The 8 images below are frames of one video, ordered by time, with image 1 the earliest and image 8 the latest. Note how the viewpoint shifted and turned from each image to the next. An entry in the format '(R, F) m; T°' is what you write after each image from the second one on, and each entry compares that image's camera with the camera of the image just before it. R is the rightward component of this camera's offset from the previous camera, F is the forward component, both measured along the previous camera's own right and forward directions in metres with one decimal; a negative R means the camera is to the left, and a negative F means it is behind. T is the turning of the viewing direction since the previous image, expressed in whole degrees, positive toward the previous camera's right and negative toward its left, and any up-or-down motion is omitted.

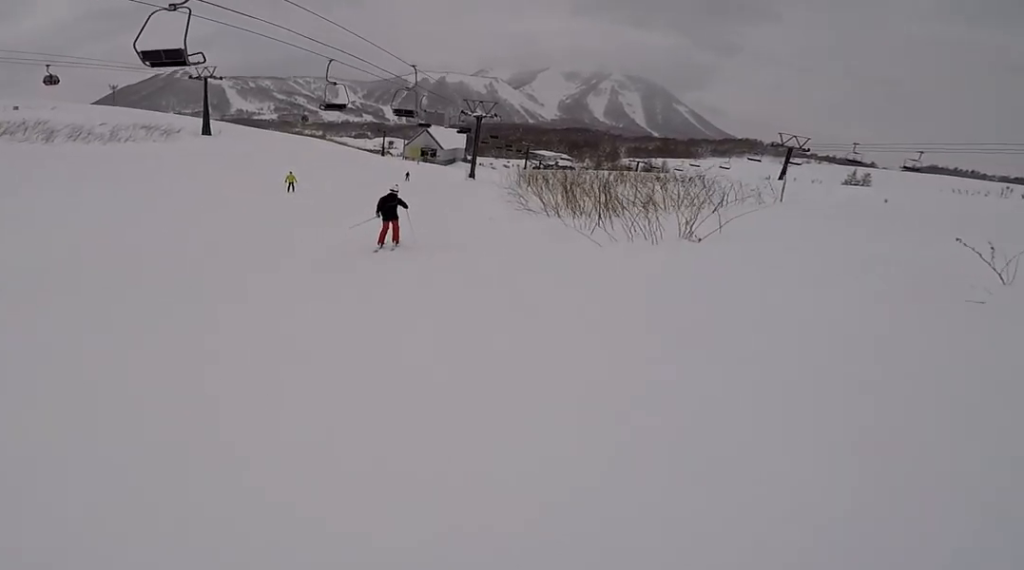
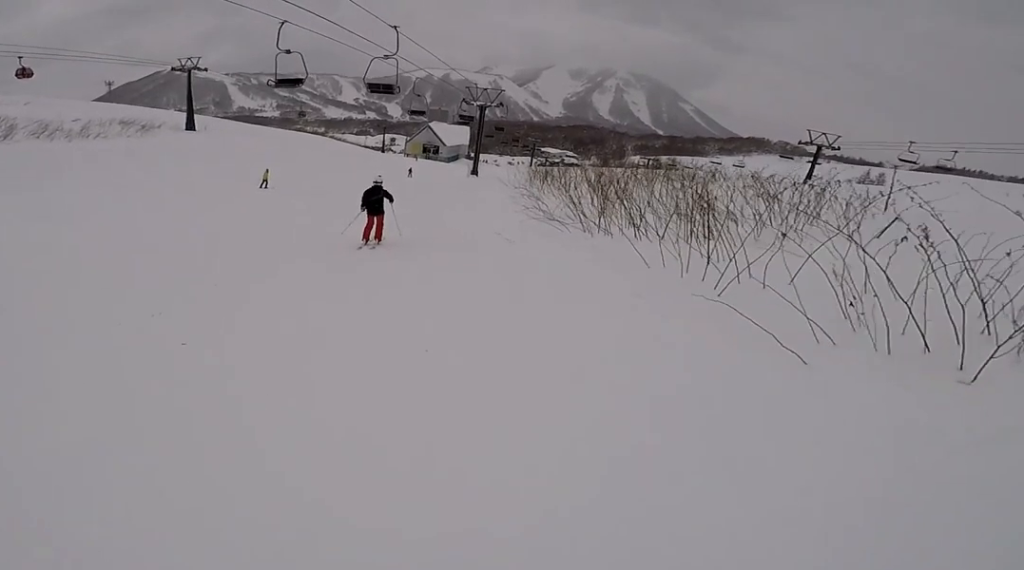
(+0.2, +6.0) m; -1°
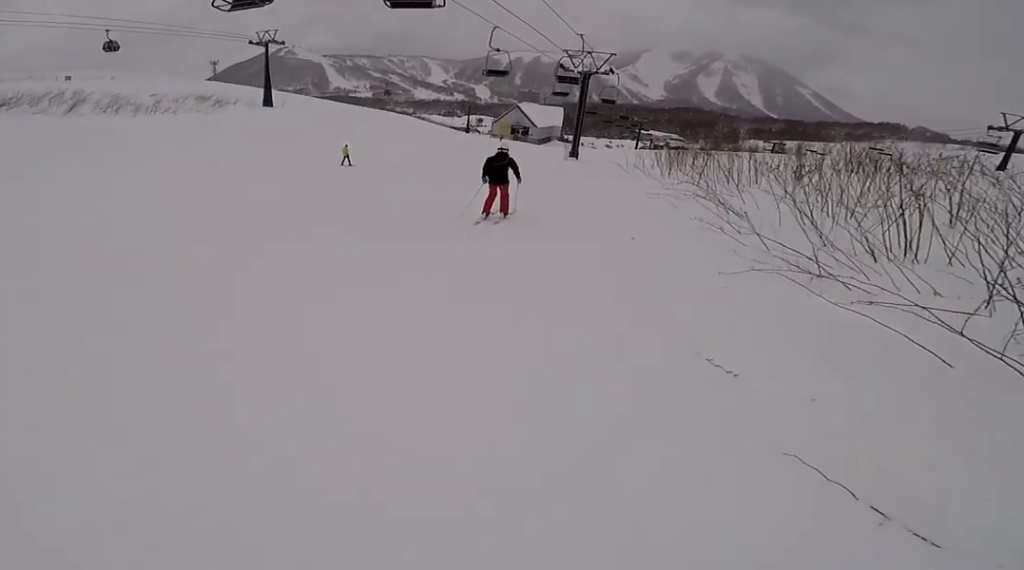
(-0.4, +8.6) m; -3°
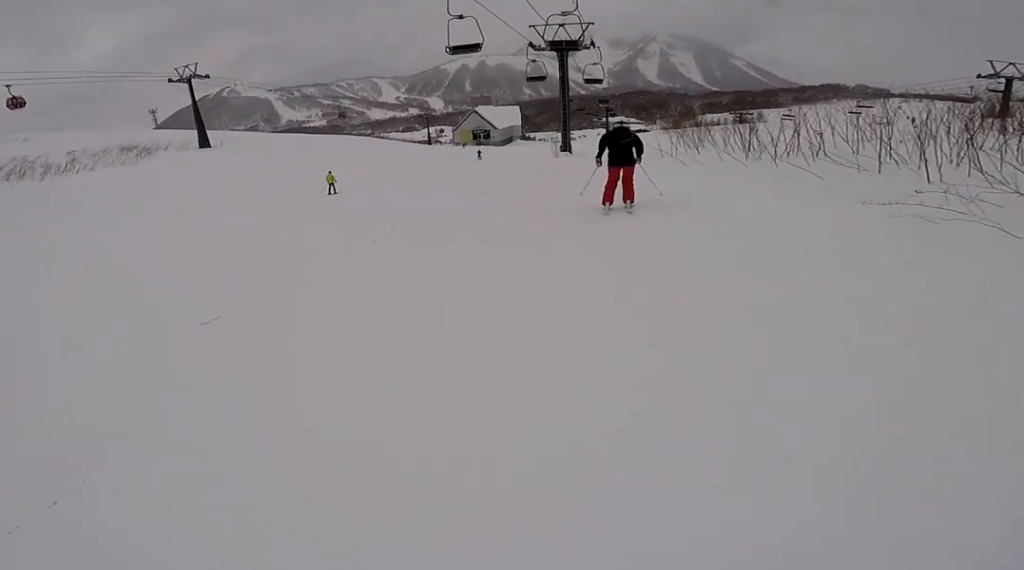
(-0.3, +7.4) m; +3°
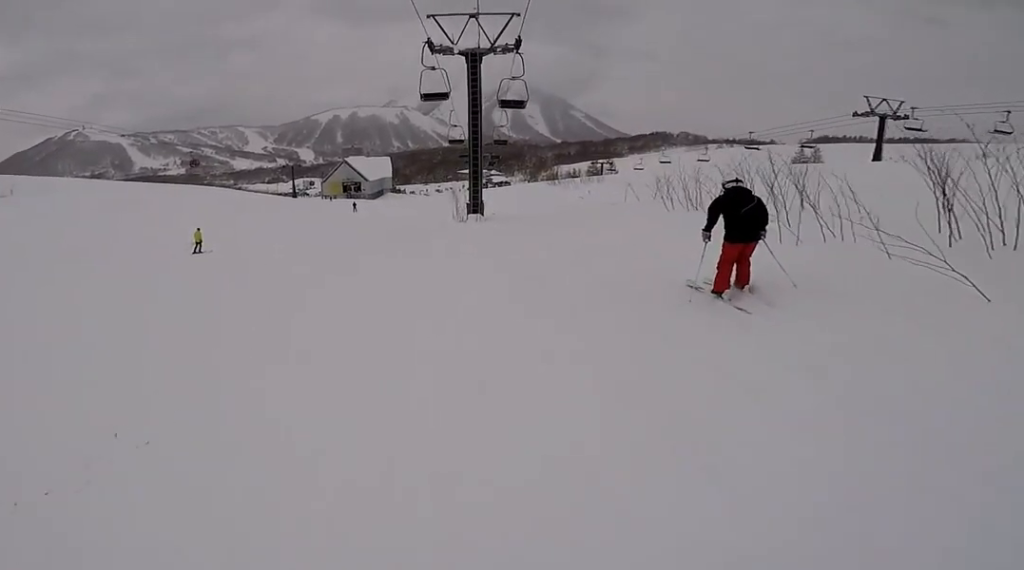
(+1.3, +12.8) m; +5°
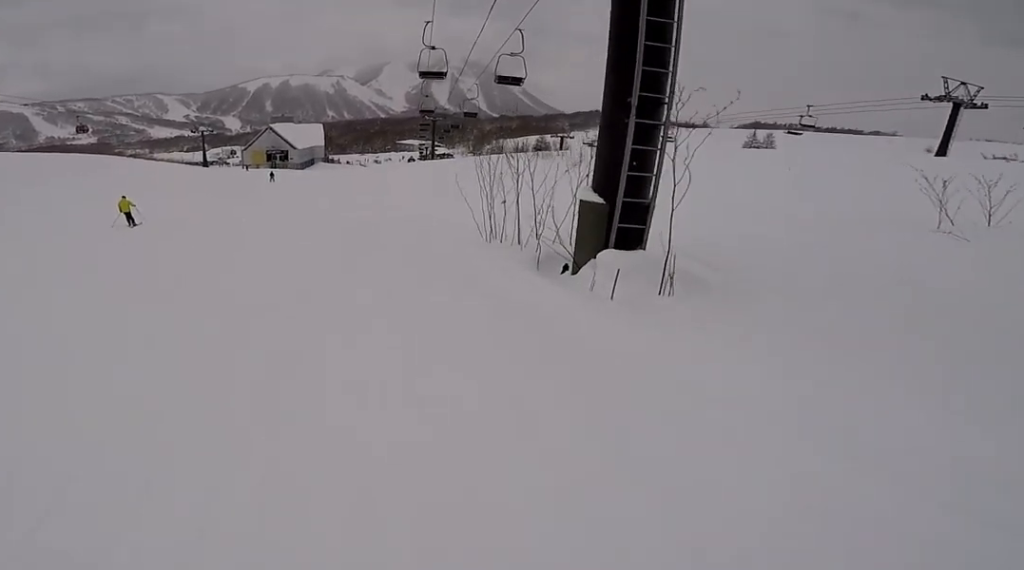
(-0.4, +16.1) m; 0°
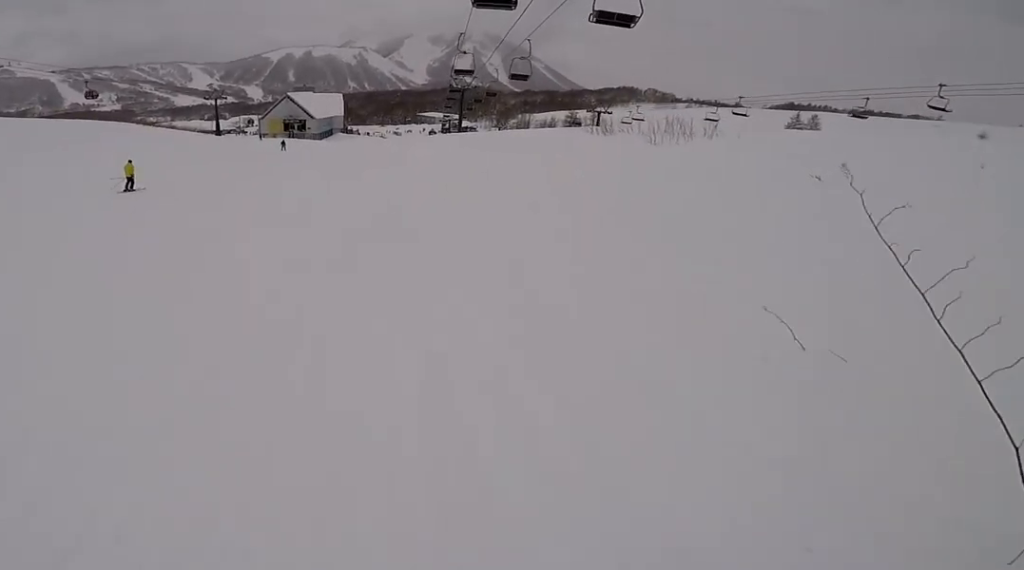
(+0.2, +8.1) m; +3°
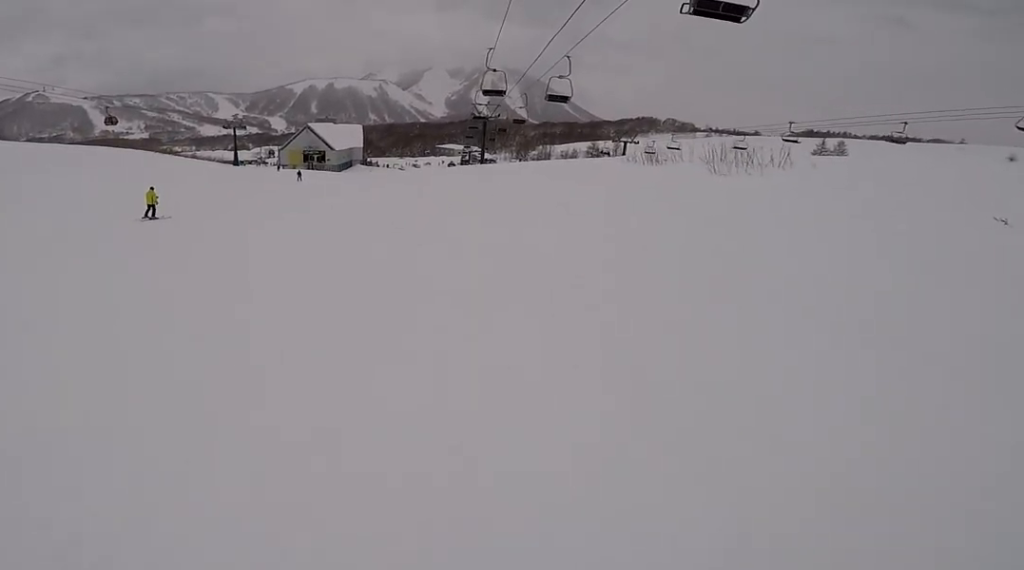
(-0.1, +4.6) m; +3°
